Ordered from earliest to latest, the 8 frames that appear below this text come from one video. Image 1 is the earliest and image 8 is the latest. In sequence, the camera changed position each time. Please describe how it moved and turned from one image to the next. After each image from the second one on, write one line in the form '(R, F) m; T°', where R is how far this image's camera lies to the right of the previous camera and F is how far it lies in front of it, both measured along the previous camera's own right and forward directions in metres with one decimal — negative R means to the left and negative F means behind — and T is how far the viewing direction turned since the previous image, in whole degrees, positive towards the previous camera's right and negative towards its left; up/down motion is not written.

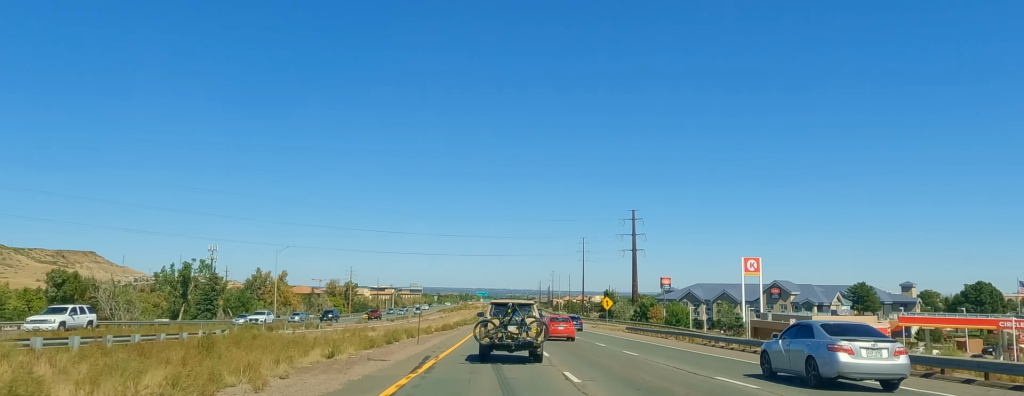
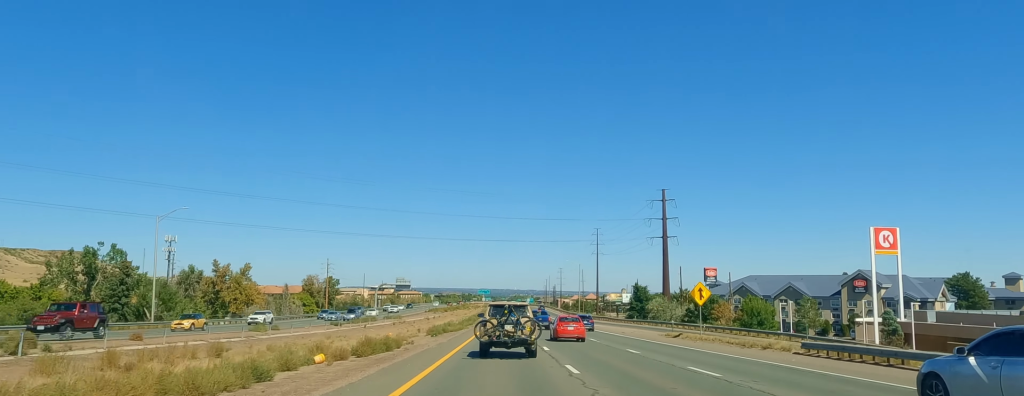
(-0.5, +44.0) m; -1°
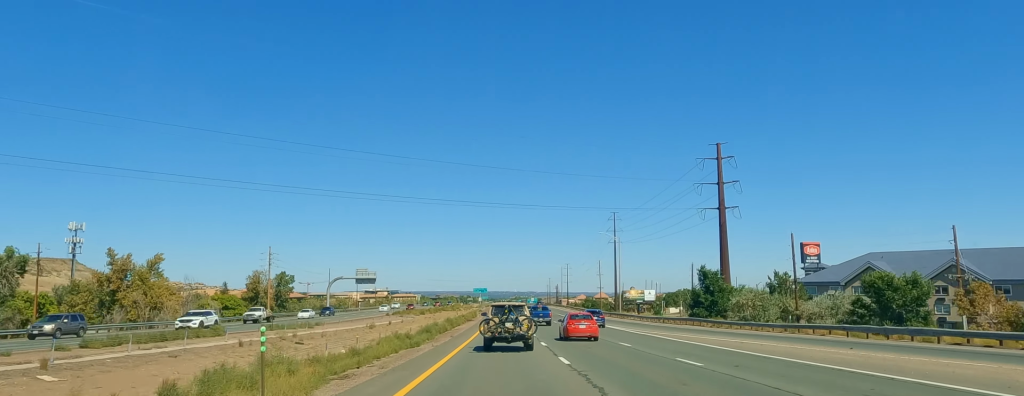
(+0.1, +59.1) m; +1°
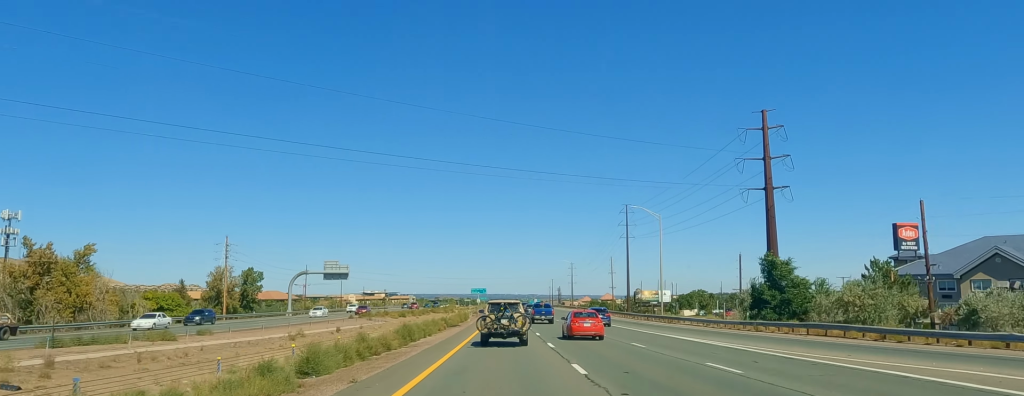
(+0.4, +28.8) m; 0°
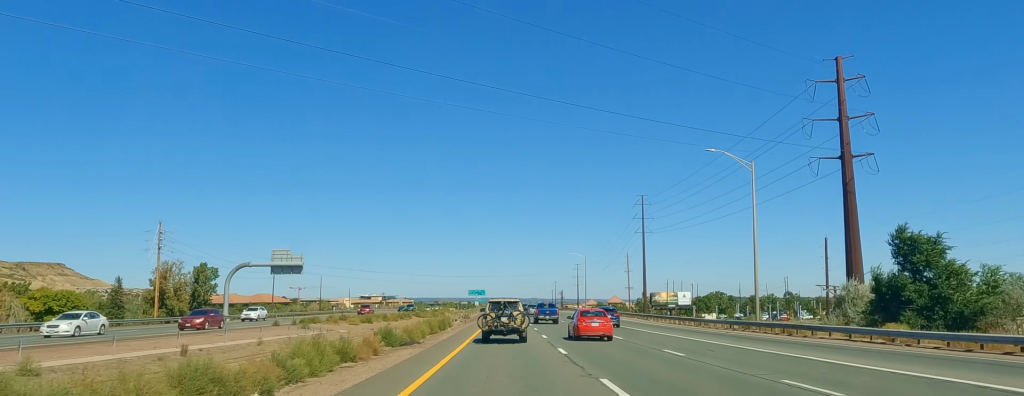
(+0.3, +29.9) m; 0°
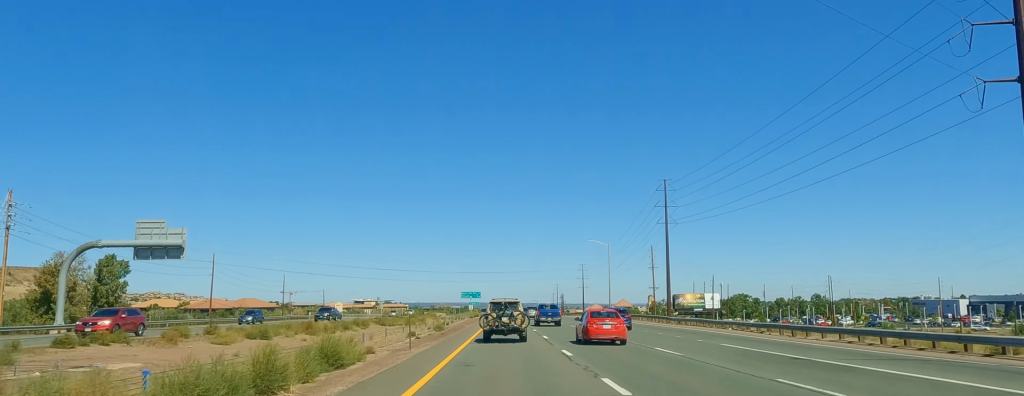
(-0.1, +37.2) m; -1°
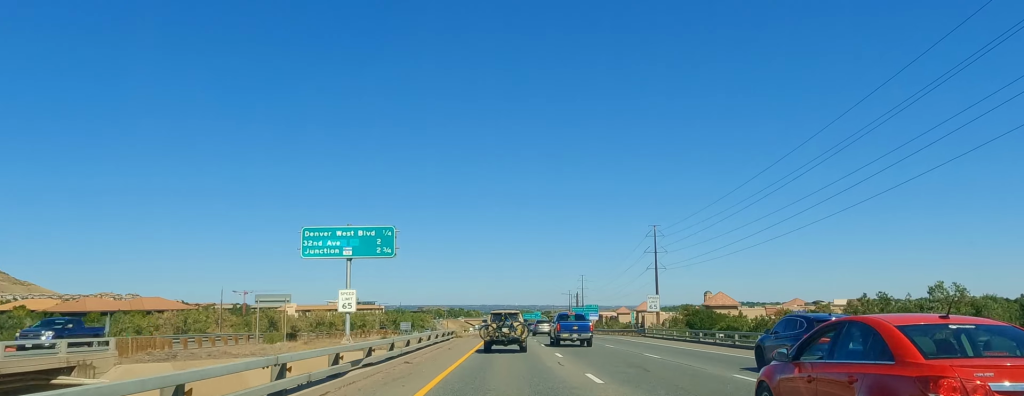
(+0.5, +193.1) m; +1°
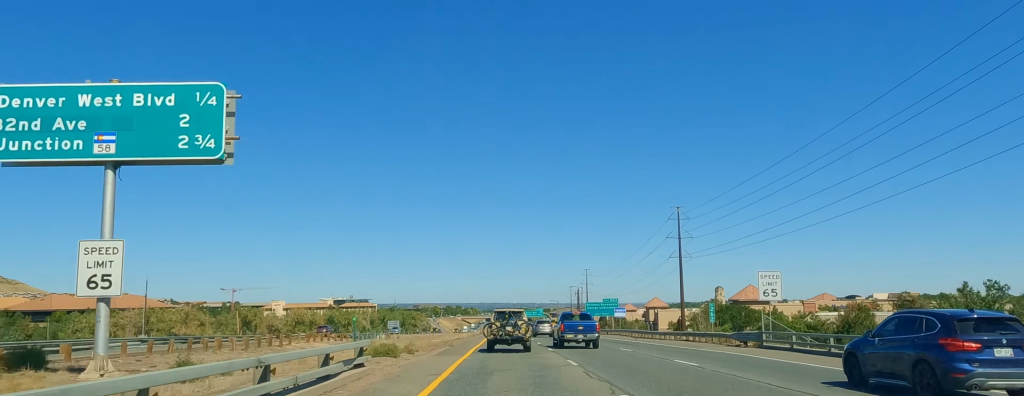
(+0.6, +31.0) m; 0°
